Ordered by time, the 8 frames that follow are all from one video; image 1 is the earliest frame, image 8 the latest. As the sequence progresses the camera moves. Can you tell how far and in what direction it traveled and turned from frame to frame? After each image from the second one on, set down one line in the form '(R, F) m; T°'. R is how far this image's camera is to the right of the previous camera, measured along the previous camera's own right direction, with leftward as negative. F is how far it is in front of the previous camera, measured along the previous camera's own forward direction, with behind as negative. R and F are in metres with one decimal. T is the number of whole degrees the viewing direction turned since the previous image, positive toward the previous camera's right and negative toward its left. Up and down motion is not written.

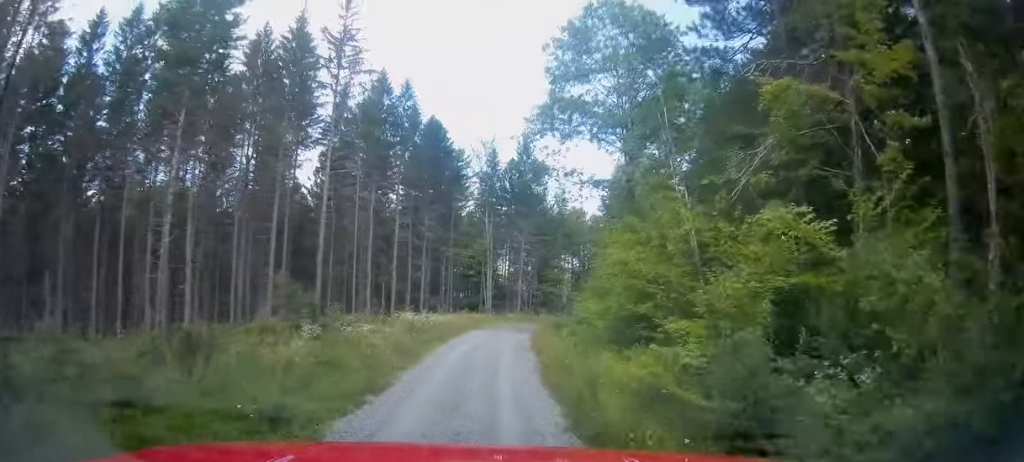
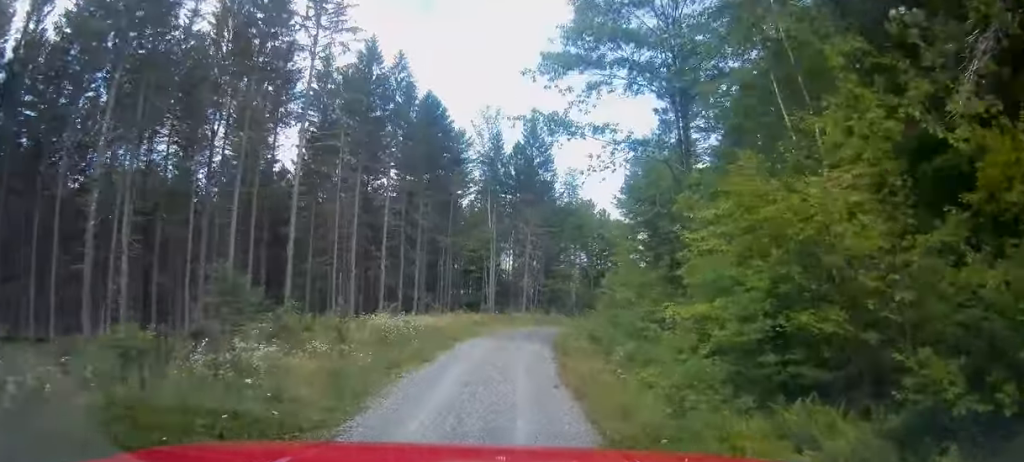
(-0.3, +8.8) m; 0°
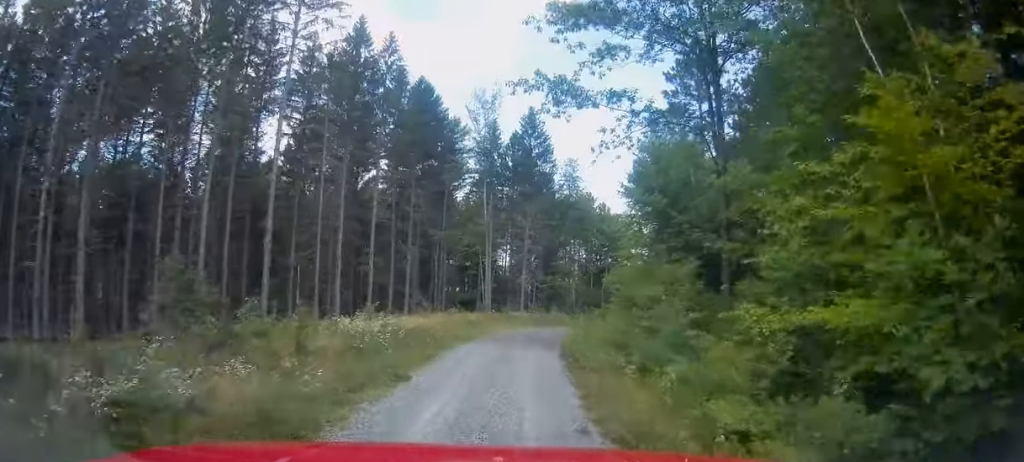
(-0.1, +4.1) m; 0°
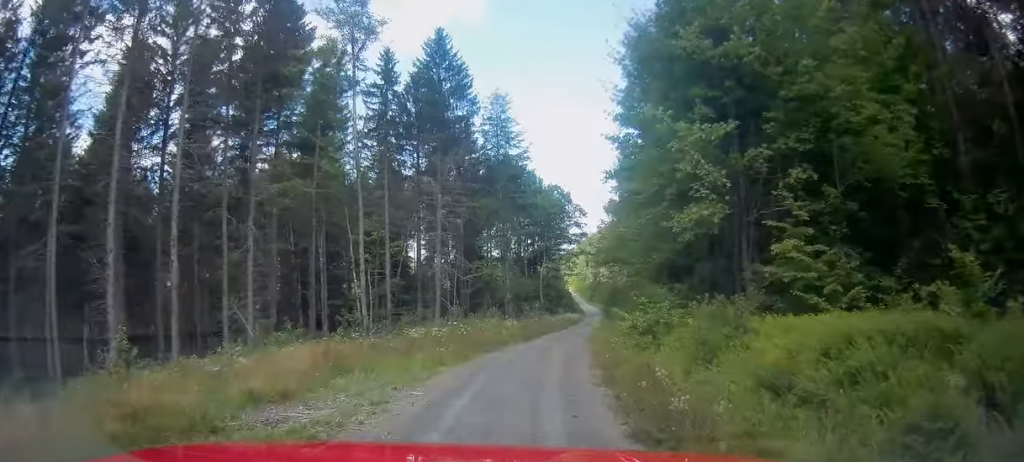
(+2.6, +25.8) m; +10°
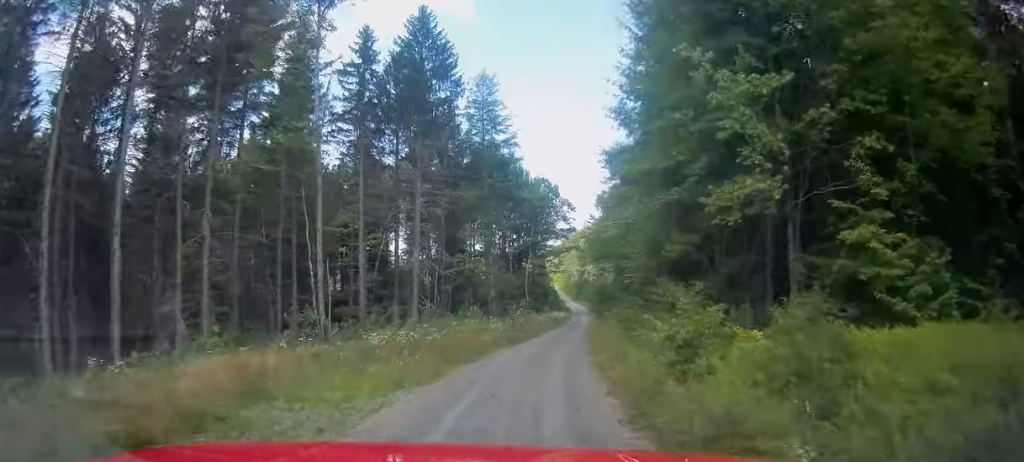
(+0.1, +4.6) m; +2°
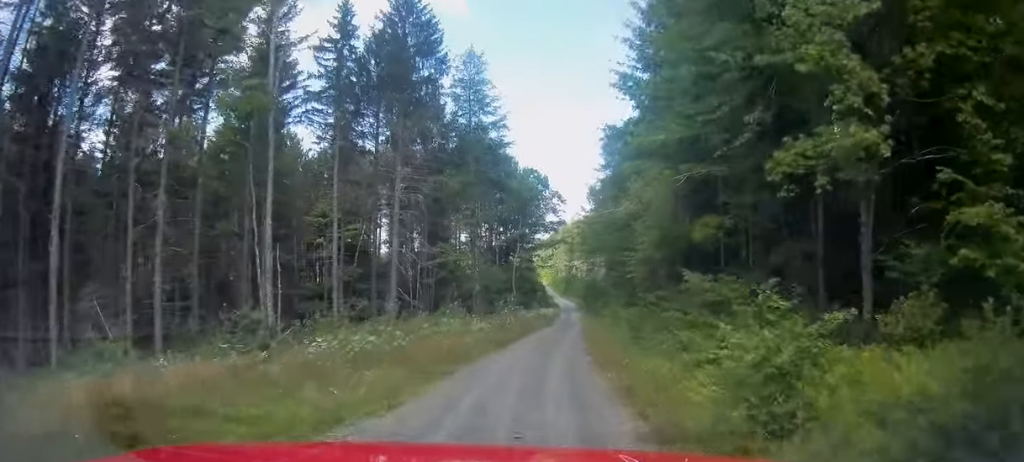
(+0.1, +4.3) m; +2°
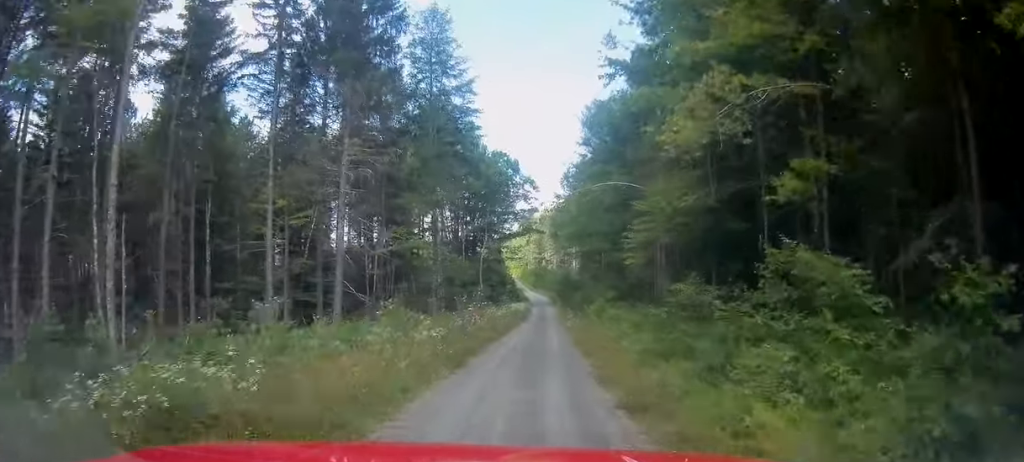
(+0.2, +7.4) m; +2°
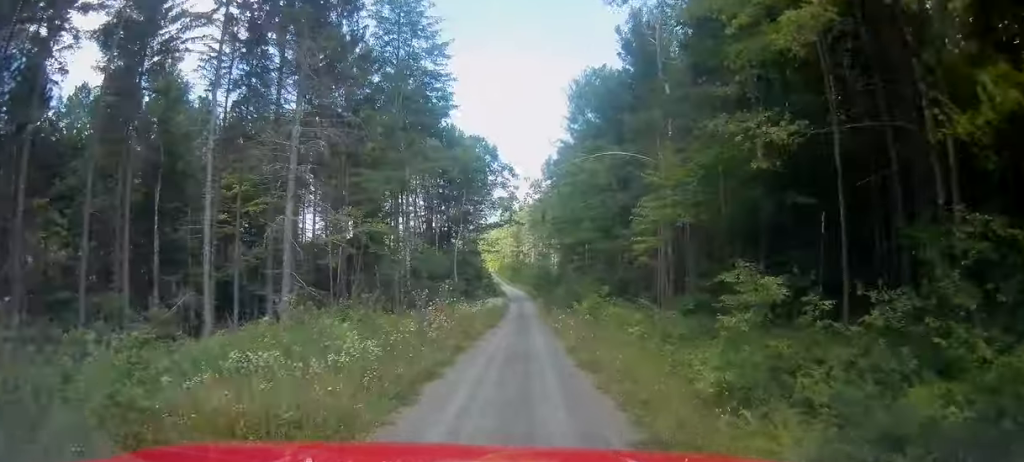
(0.0, +5.8) m; +1°
